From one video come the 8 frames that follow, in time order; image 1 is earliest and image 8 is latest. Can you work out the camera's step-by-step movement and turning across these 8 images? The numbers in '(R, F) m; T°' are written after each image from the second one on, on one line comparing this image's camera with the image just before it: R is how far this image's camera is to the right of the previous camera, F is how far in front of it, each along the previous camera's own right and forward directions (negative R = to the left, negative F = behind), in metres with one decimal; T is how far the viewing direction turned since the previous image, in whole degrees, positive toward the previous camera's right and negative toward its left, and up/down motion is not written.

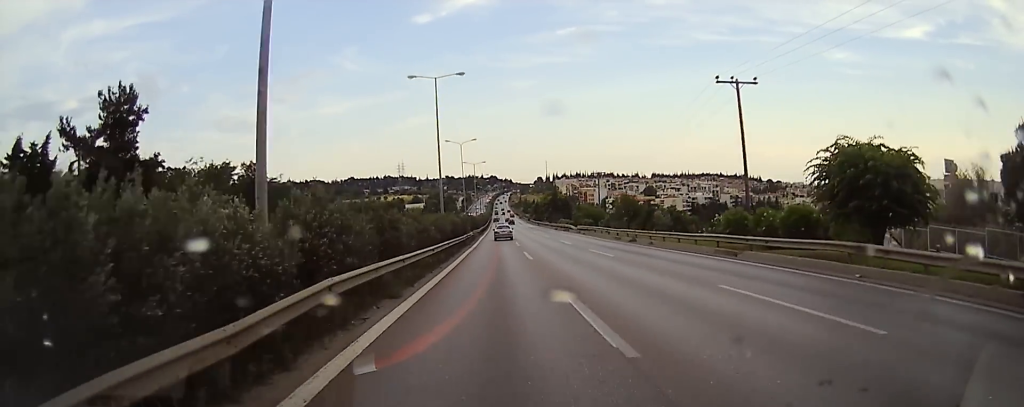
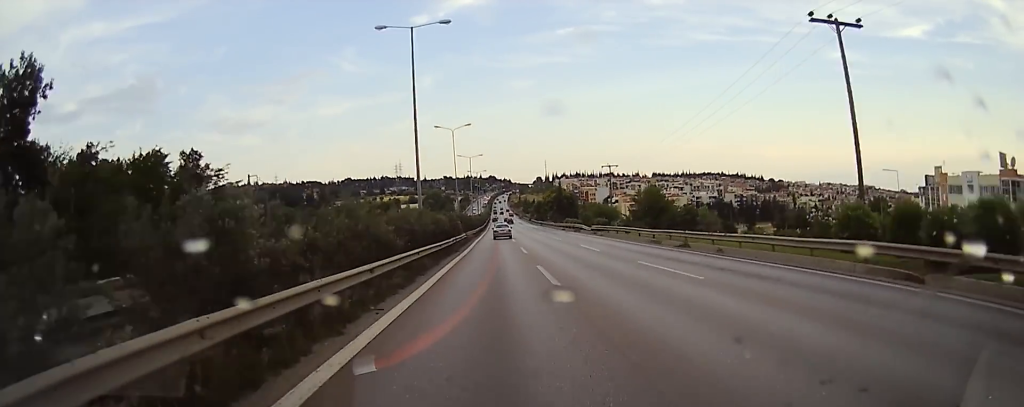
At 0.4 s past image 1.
(0.0, +12.5) m; 0°
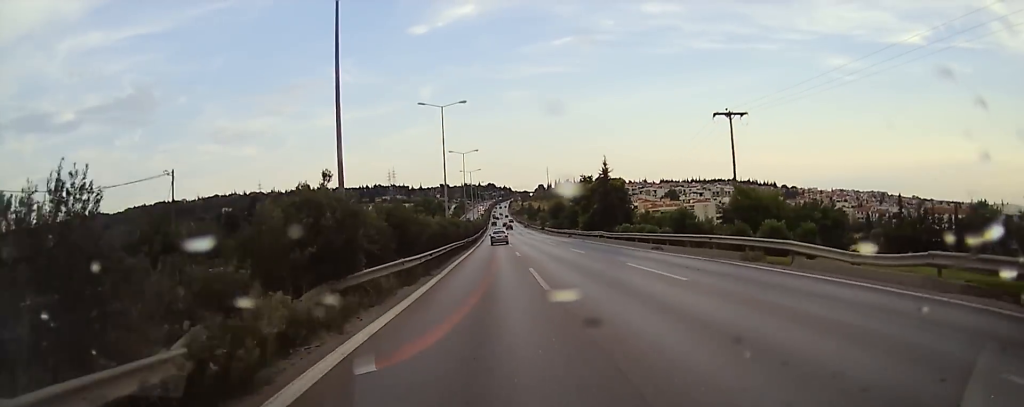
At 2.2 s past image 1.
(0.0, +51.6) m; 0°
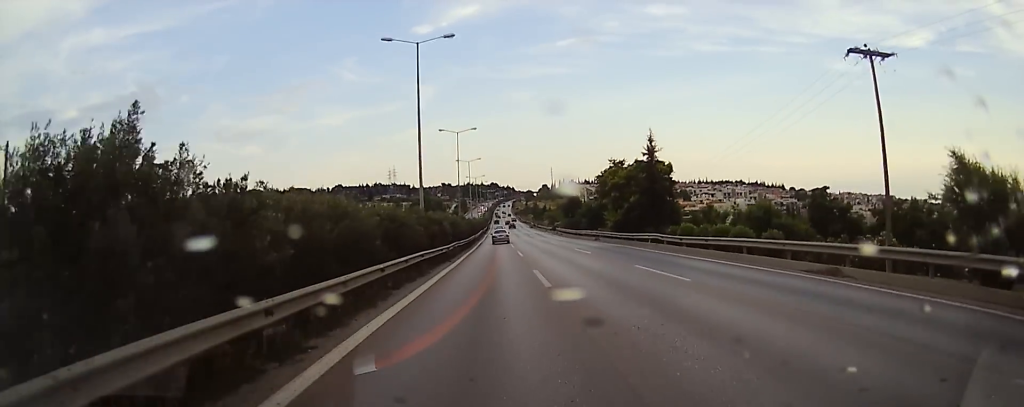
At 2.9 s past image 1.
(0.0, +19.2) m; 0°
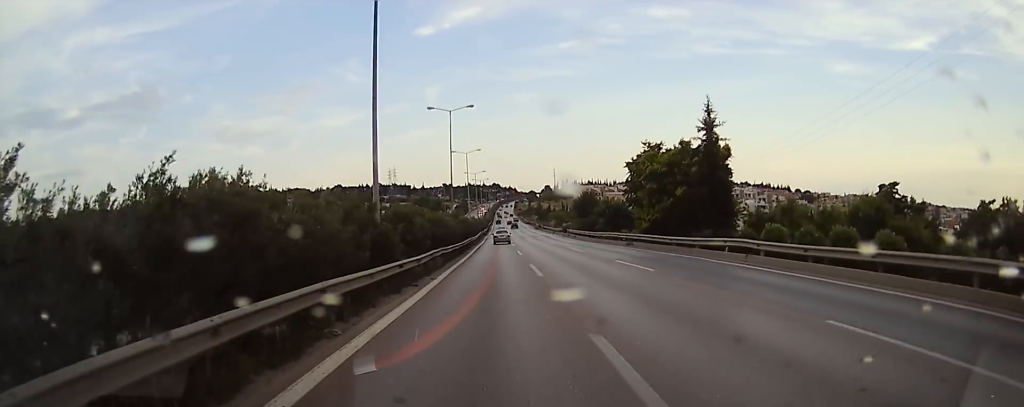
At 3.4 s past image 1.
(0.0, +13.5) m; 0°
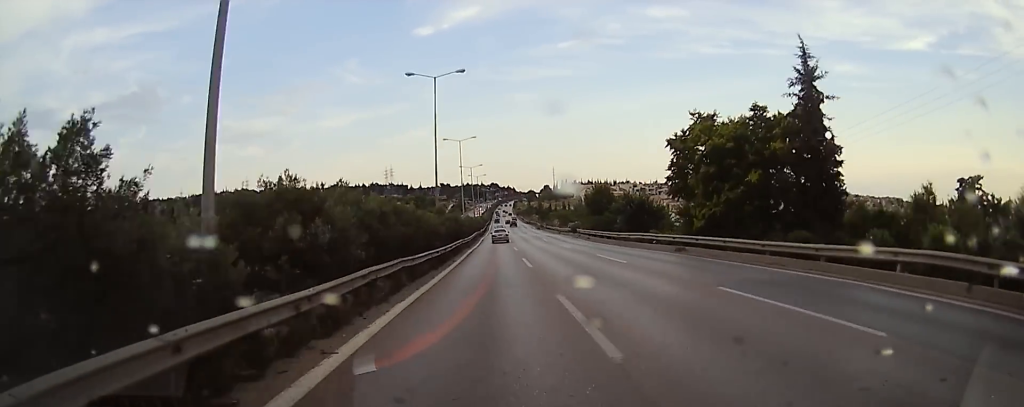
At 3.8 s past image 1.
(-0.1, +12.7) m; 0°
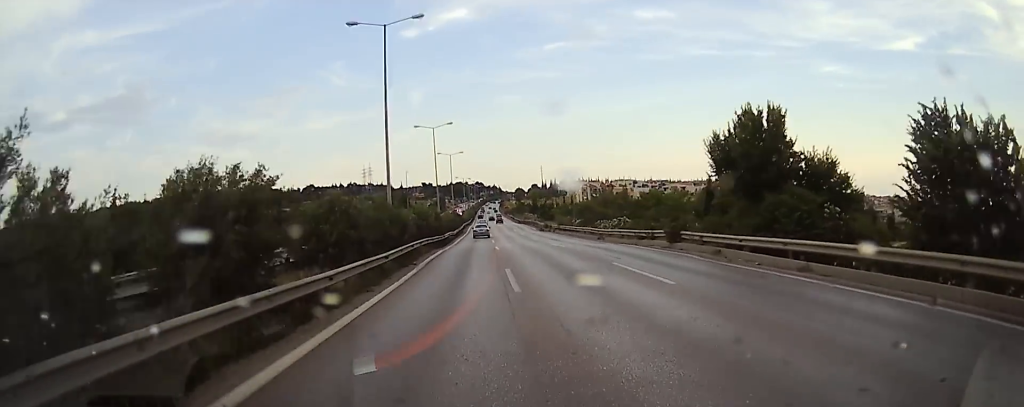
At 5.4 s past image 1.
(0.0, +46.9) m; +2°
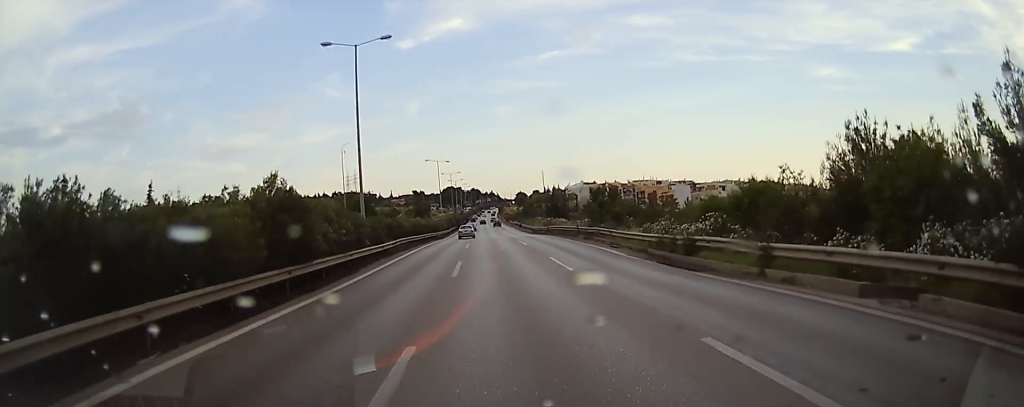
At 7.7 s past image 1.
(-0.5, +68.5) m; -2°
